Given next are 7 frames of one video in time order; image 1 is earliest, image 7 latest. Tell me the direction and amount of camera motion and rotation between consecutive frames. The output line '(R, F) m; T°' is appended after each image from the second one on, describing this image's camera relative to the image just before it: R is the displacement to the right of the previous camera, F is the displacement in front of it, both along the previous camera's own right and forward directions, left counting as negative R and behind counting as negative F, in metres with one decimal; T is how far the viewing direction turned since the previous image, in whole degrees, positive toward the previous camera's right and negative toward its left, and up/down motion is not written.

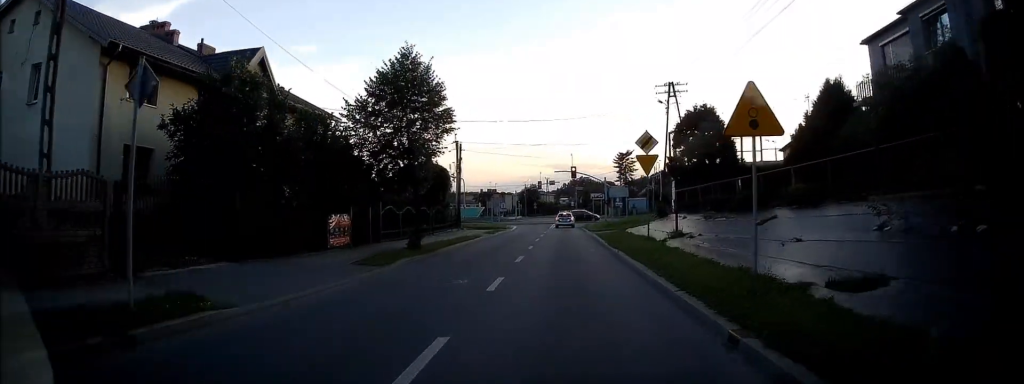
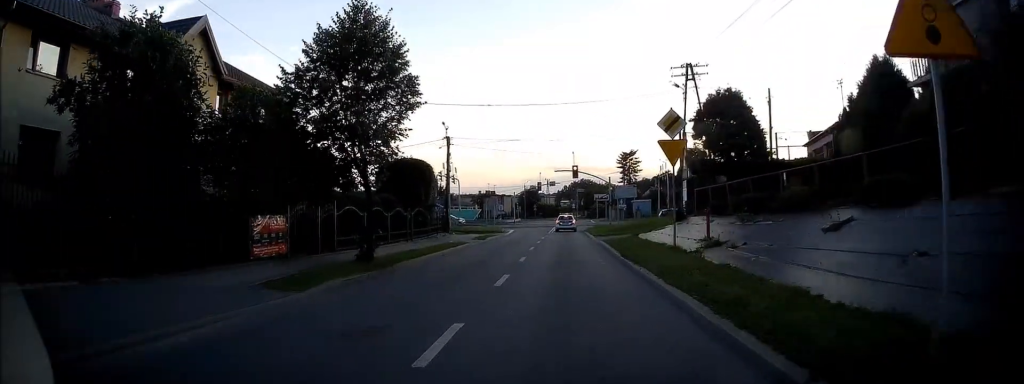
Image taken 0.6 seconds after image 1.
(0.0, +4.9) m; 0°
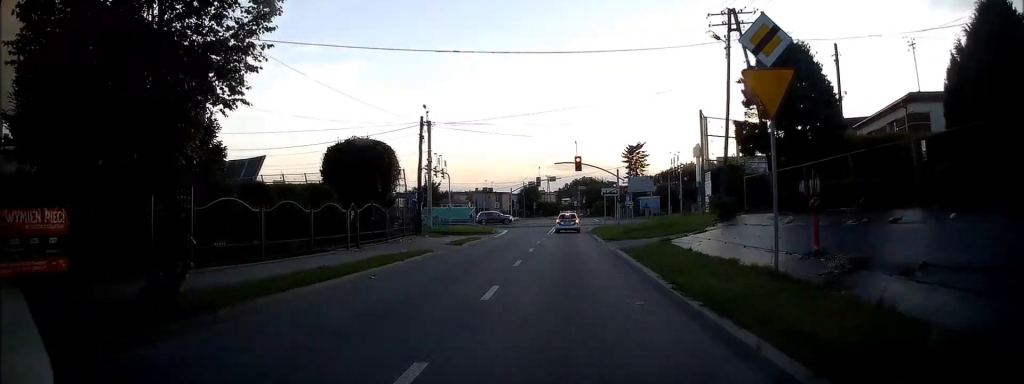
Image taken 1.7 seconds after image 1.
(+0.2, +7.8) m; +1°
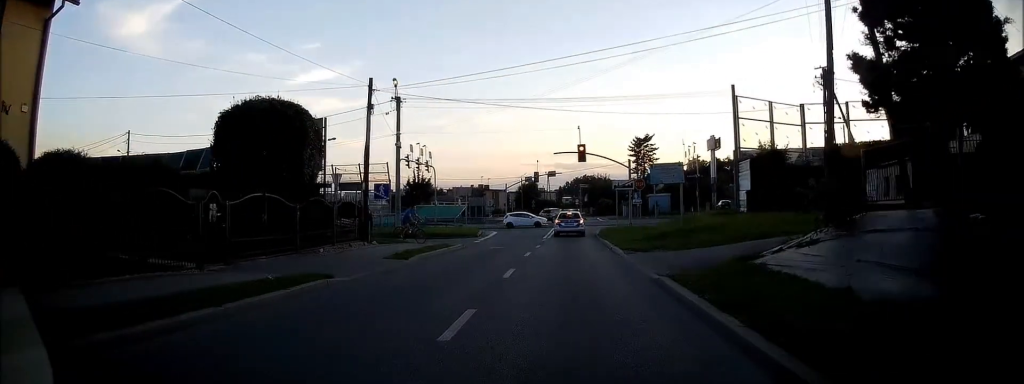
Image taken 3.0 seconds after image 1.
(-0.1, +8.3) m; -3°
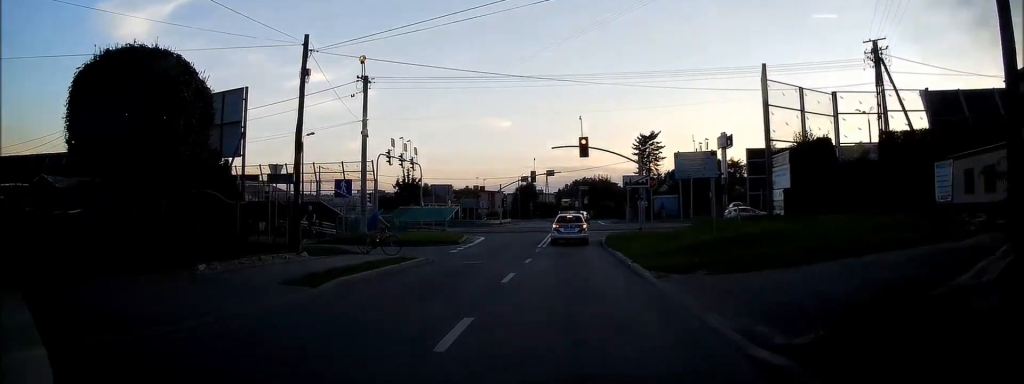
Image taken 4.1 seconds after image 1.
(-0.2, +6.2) m; -2°
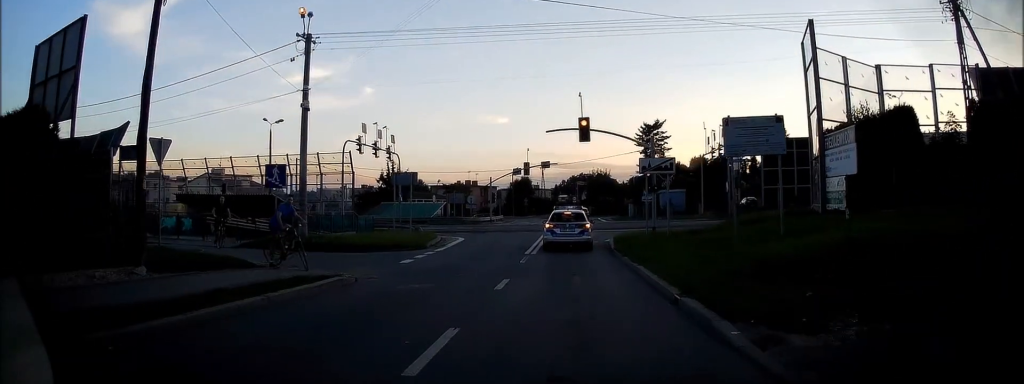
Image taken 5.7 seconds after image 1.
(0.0, +7.3) m; 0°
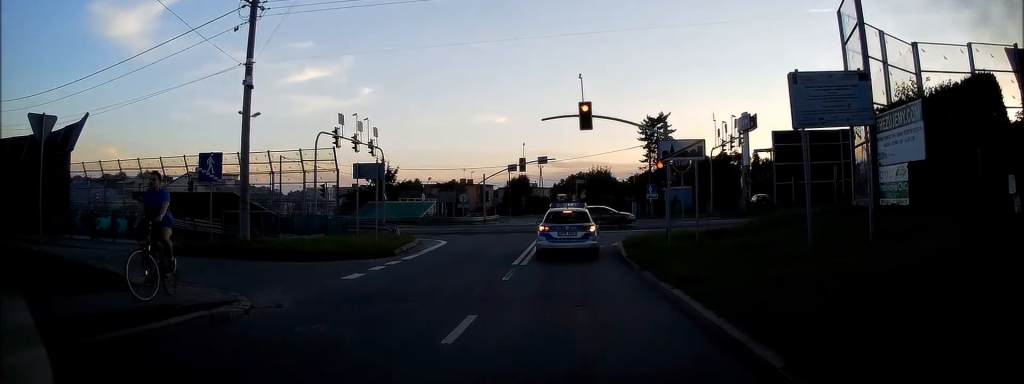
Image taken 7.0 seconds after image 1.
(+0.1, +4.3) m; 0°
